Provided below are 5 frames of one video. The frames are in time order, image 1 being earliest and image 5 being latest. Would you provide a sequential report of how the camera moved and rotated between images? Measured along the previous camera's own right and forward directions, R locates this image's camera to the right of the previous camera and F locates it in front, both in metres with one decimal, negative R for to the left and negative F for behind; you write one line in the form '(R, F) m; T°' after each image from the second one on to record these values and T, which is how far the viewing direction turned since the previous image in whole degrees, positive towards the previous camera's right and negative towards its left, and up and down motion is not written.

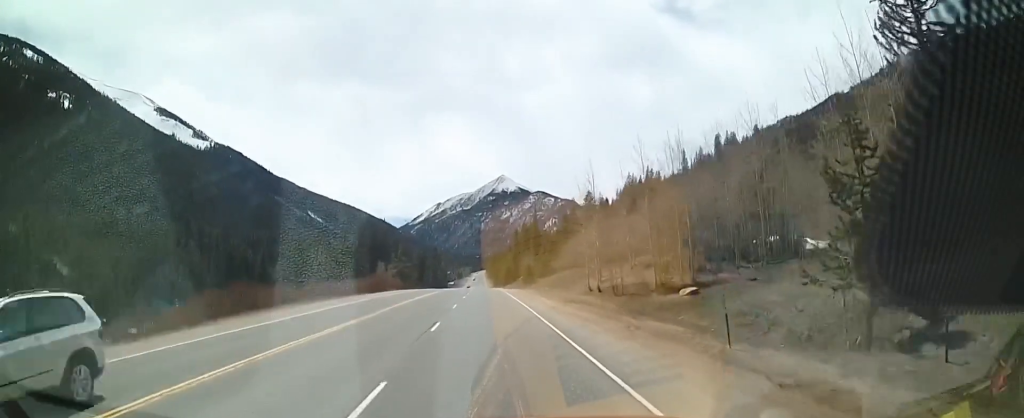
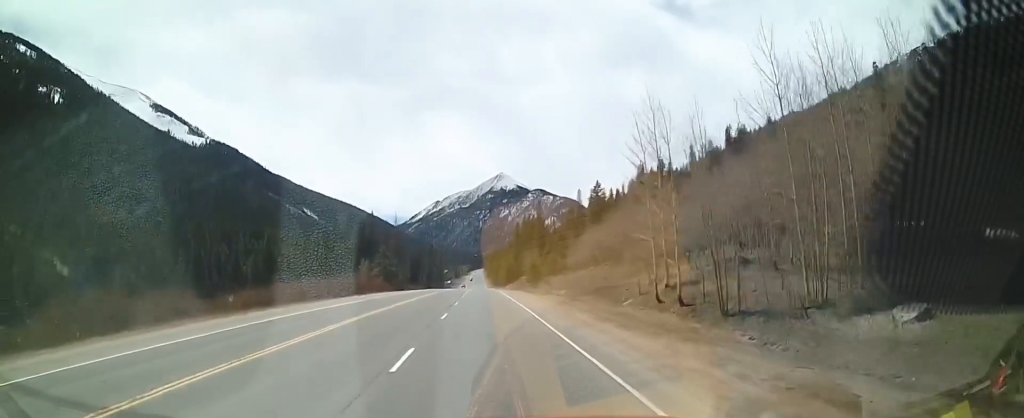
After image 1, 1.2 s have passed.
(+0.3, +19.9) m; 0°
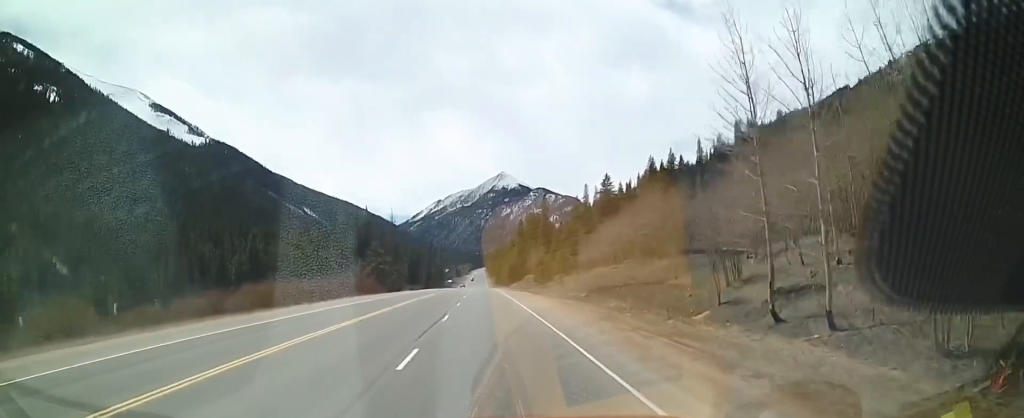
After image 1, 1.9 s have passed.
(-0.3, +12.3) m; -1°
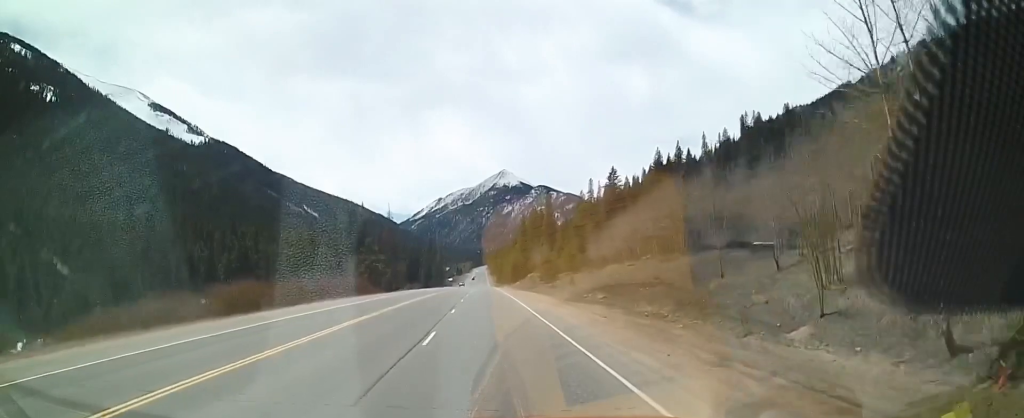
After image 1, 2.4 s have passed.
(+0.1, +7.6) m; +1°
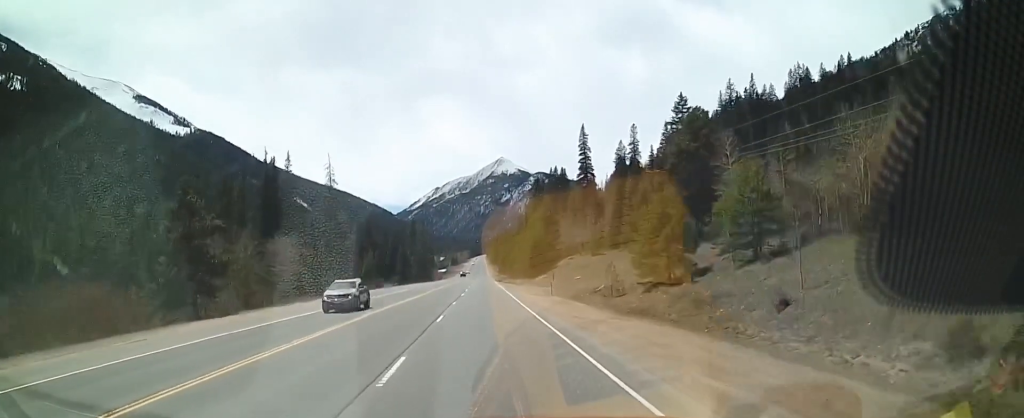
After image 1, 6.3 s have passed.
(+2.0, +64.6) m; +3°
